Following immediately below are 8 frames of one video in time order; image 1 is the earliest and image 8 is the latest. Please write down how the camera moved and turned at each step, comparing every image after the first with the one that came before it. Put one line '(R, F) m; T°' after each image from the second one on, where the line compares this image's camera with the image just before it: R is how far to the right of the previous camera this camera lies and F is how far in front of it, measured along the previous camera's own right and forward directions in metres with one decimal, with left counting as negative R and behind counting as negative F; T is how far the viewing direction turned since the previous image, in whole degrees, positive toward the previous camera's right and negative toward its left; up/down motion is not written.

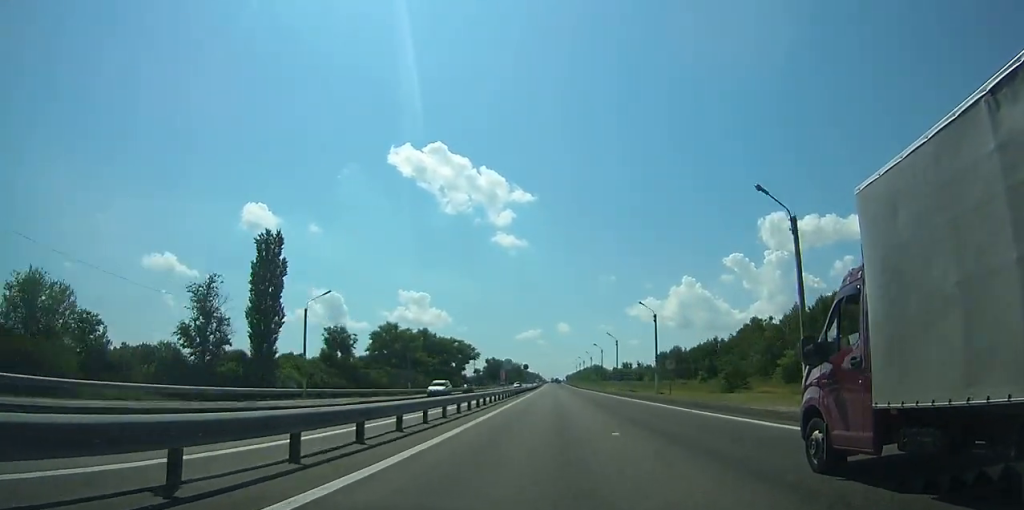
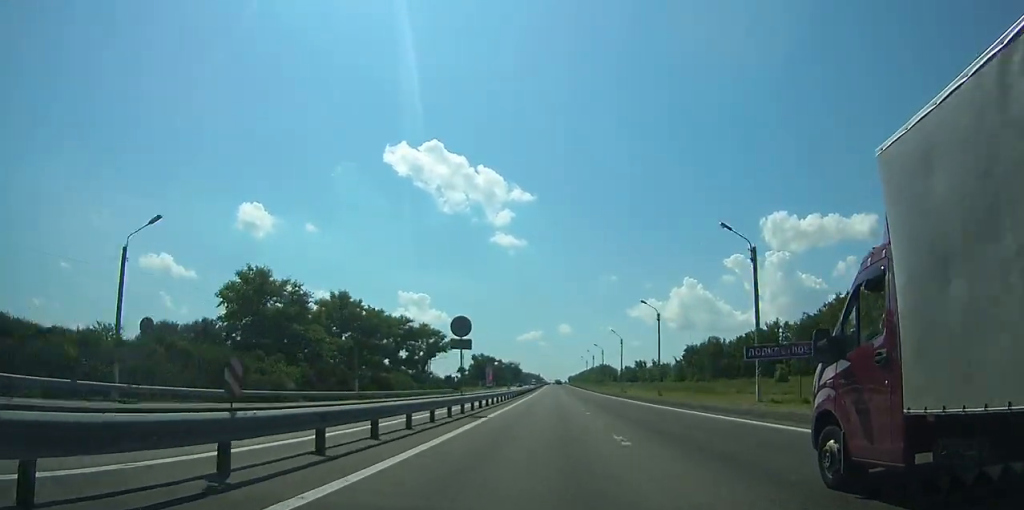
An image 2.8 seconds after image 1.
(-0.1, +63.0) m; 0°
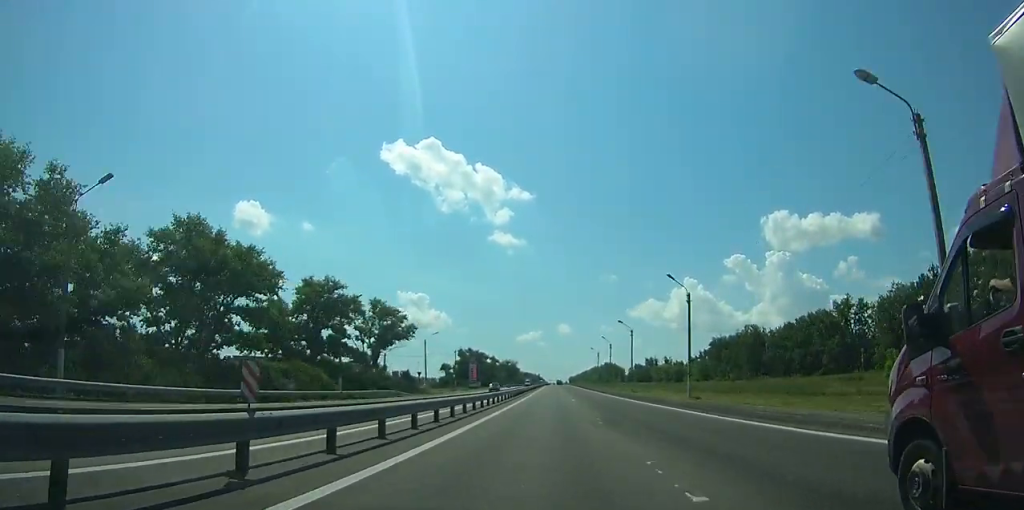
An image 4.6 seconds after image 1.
(0.0, +40.3) m; 0°
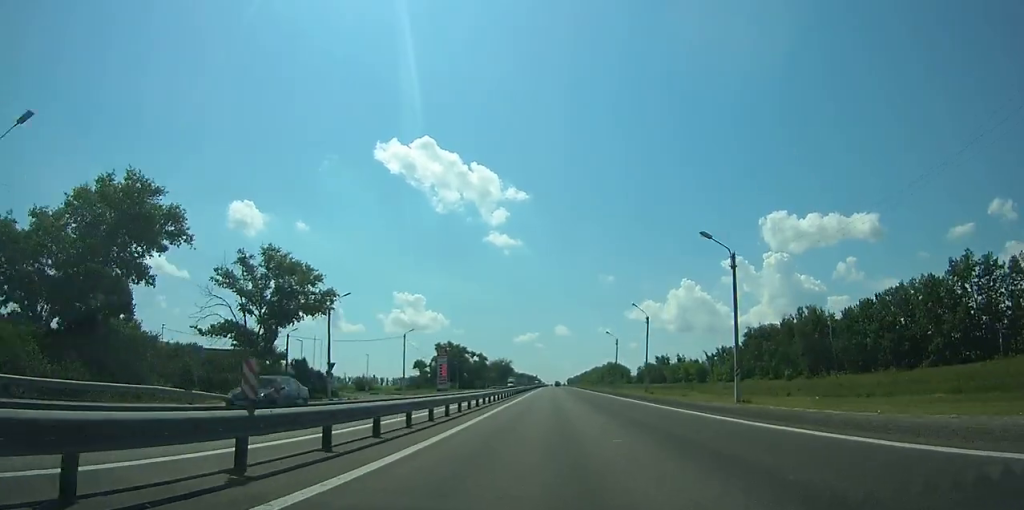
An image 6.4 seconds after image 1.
(0.0, +40.5) m; 0°
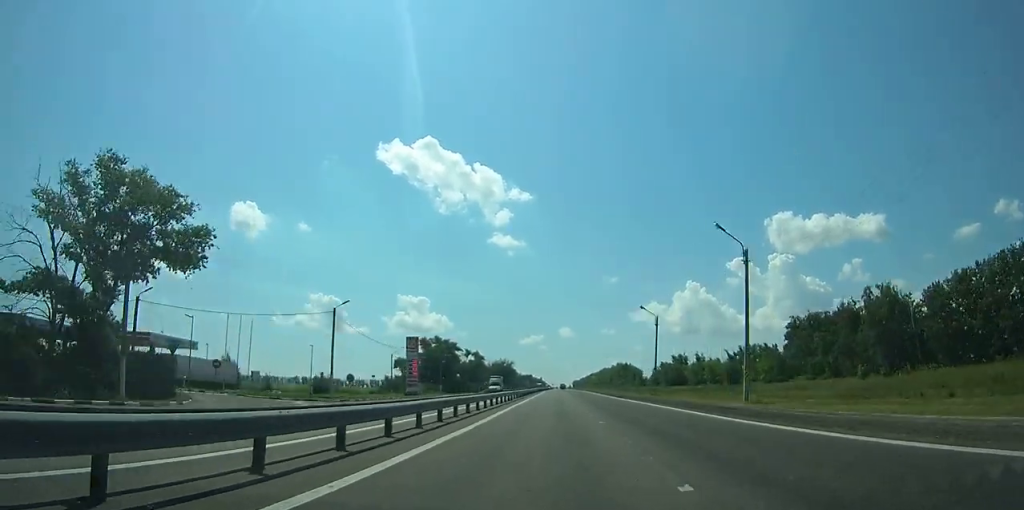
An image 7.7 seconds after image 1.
(-0.1, +29.8) m; 0°
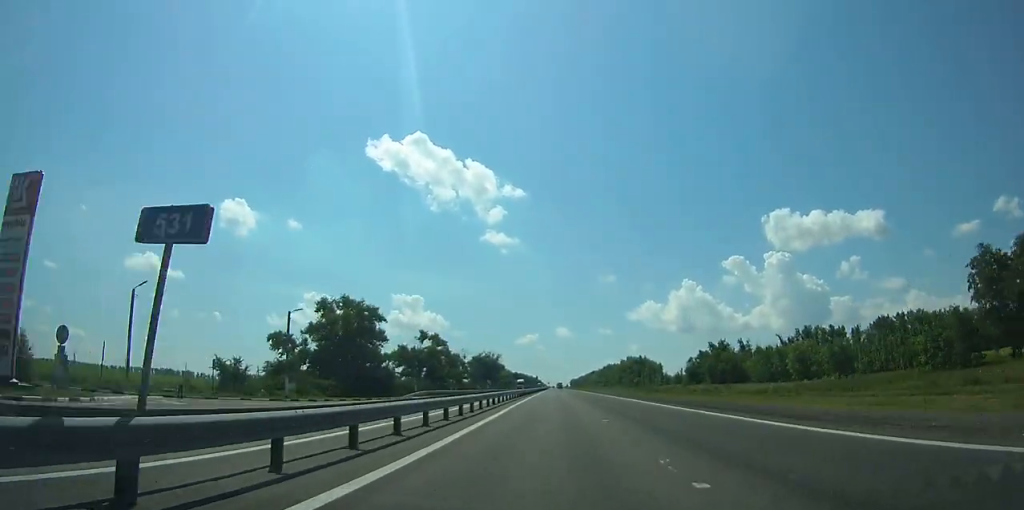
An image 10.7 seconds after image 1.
(-0.1, +71.6) m; 0°
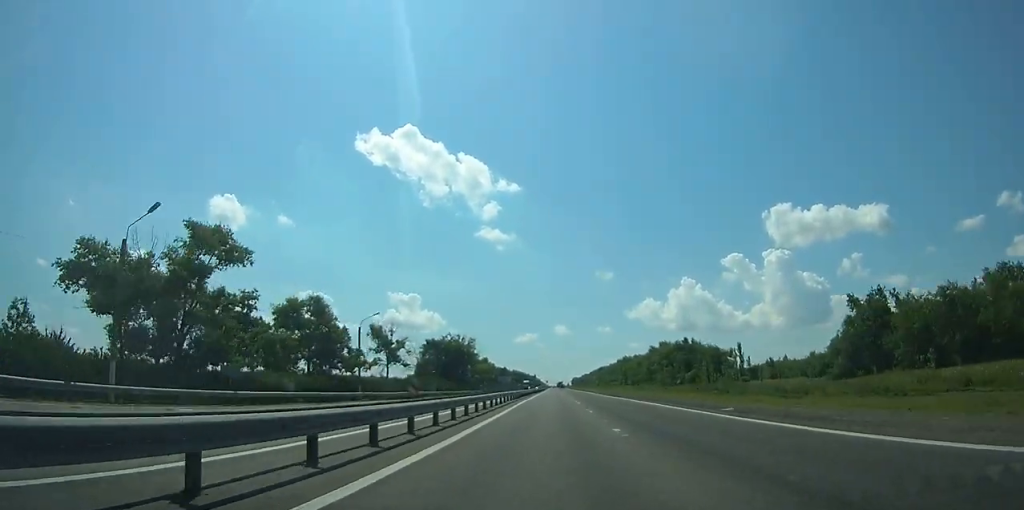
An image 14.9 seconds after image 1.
(+0.1, +104.8) m; 0°
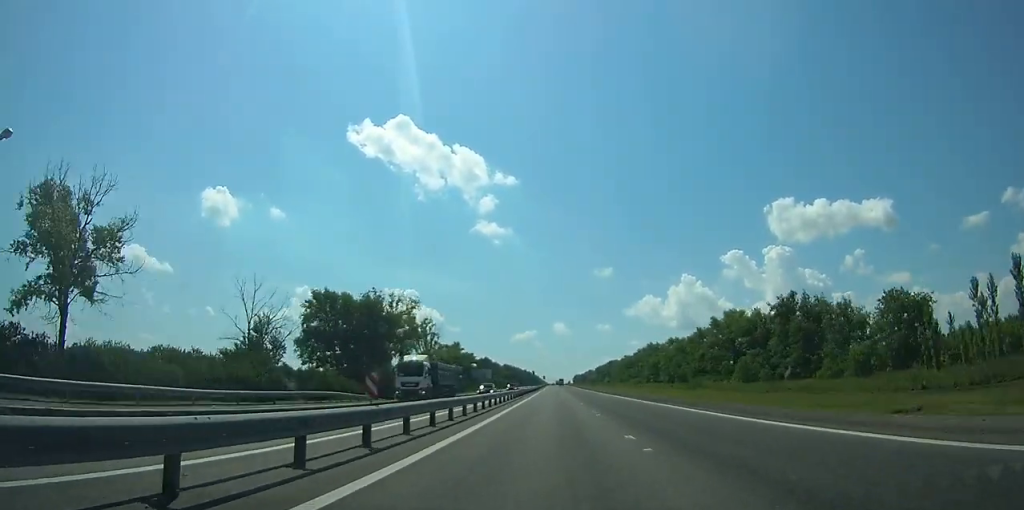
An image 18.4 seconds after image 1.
(0.0, +86.8) m; 0°
